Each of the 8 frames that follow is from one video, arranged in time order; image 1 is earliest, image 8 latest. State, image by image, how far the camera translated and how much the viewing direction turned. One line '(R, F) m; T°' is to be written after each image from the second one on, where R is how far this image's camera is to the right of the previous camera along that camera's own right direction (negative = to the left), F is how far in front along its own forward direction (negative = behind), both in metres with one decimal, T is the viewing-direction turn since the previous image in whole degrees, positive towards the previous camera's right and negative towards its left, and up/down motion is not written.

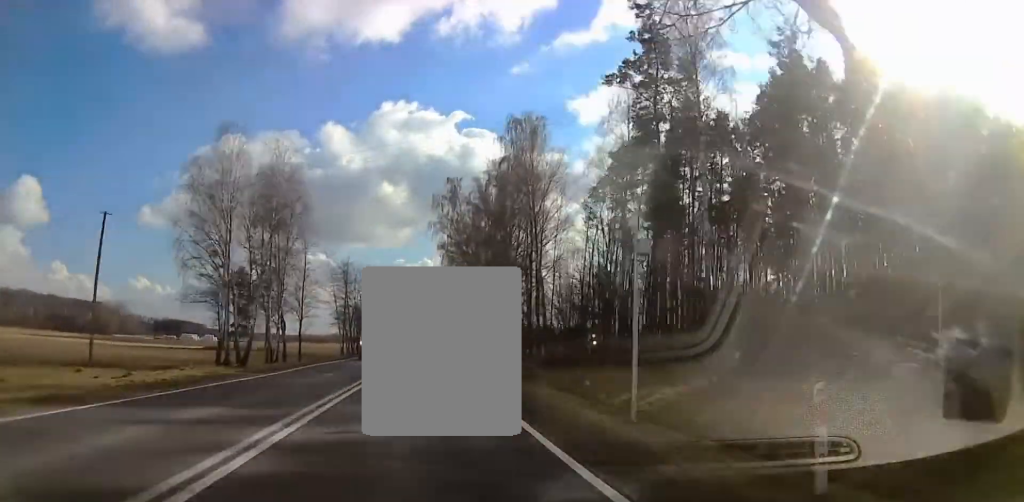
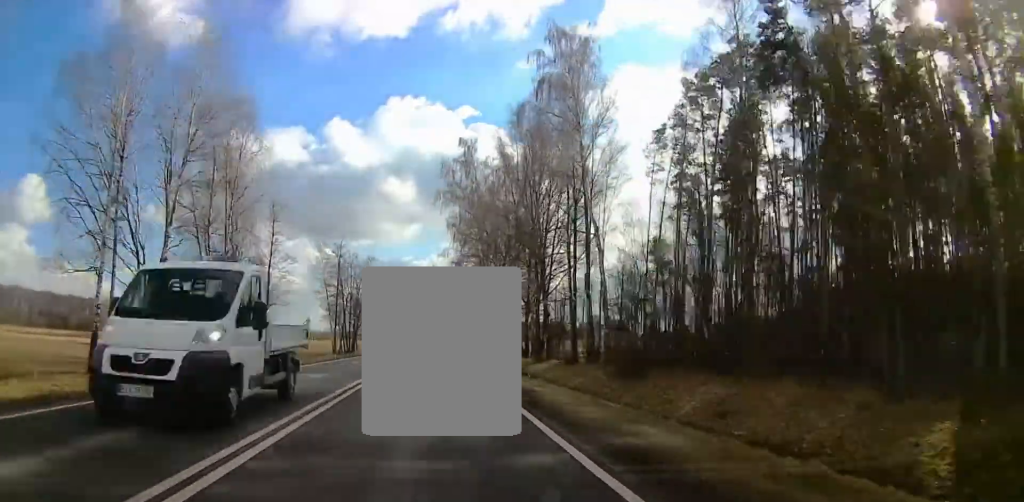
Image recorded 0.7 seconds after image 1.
(0.0, +18.3) m; 0°
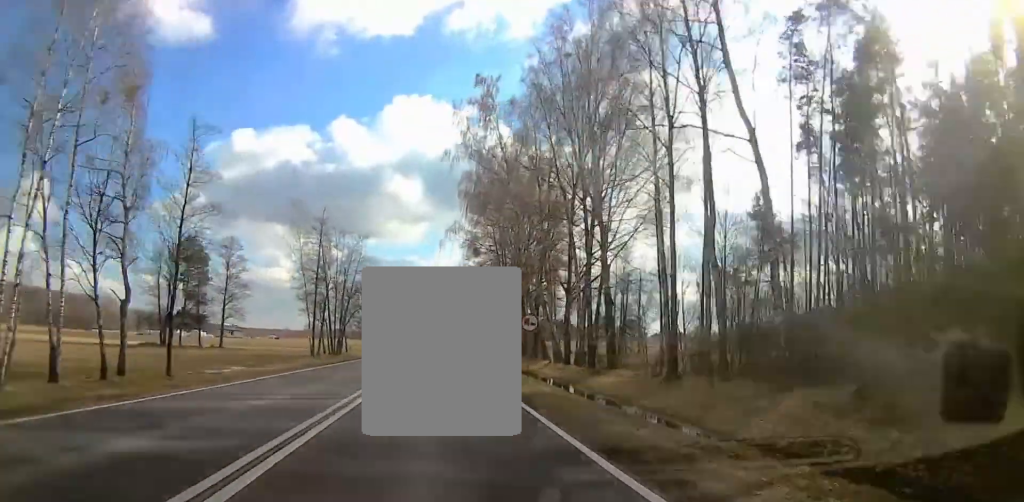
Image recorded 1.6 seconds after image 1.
(0.0, +21.2) m; 0°
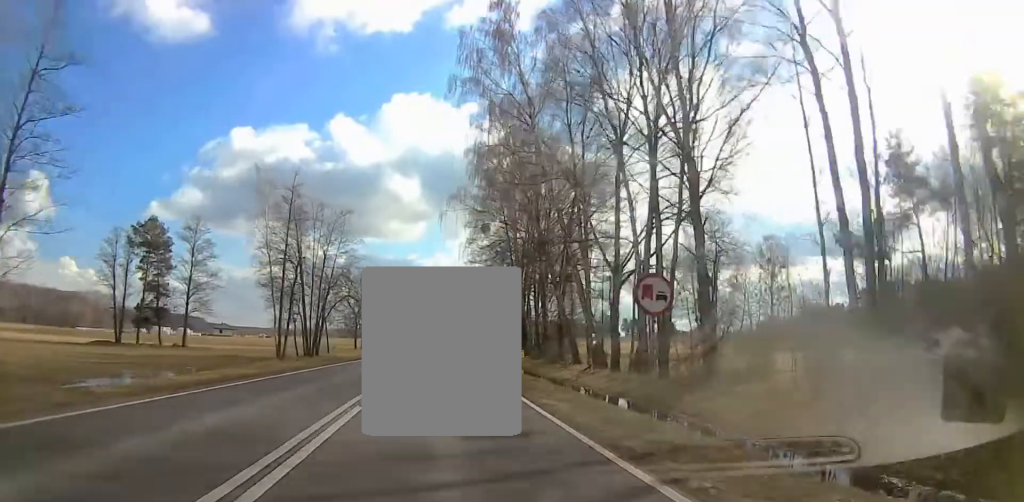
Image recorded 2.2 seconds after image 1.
(0.0, +16.1) m; 0°
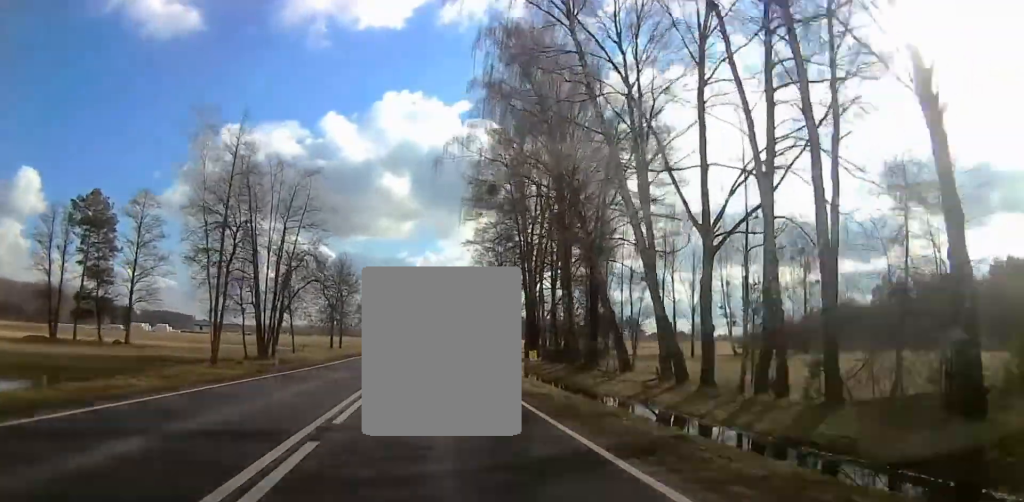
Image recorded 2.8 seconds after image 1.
(0.0, +16.1) m; 0°
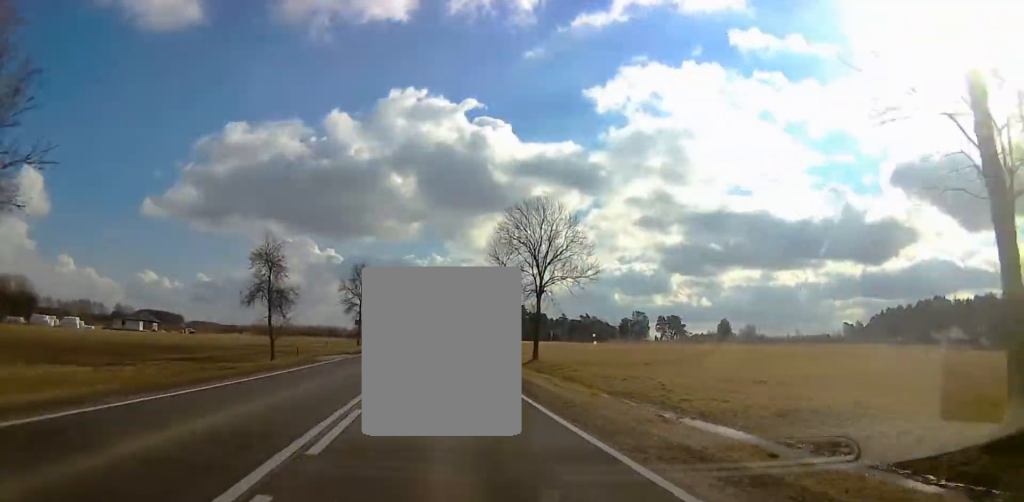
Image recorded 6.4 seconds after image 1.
(+1.8, +88.8) m; 0°
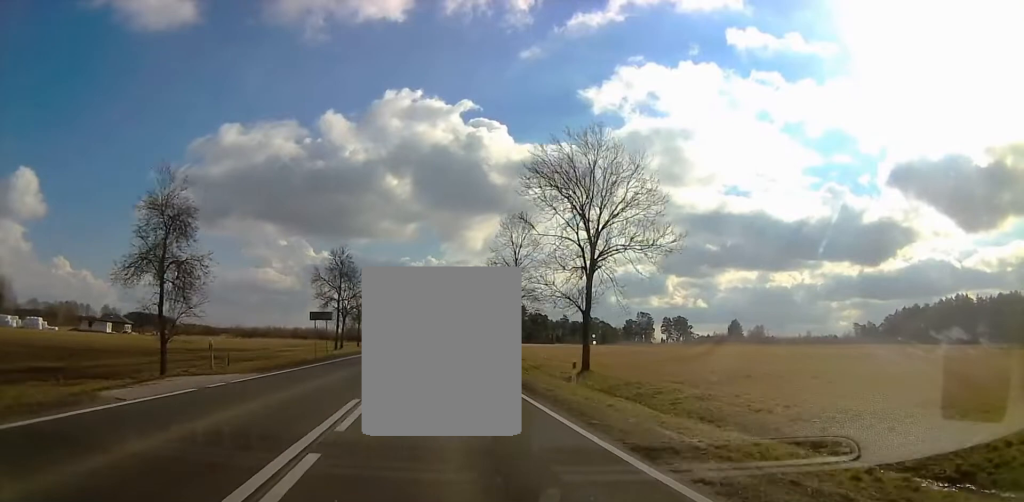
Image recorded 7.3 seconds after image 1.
(-0.4, +22.4) m; 0°
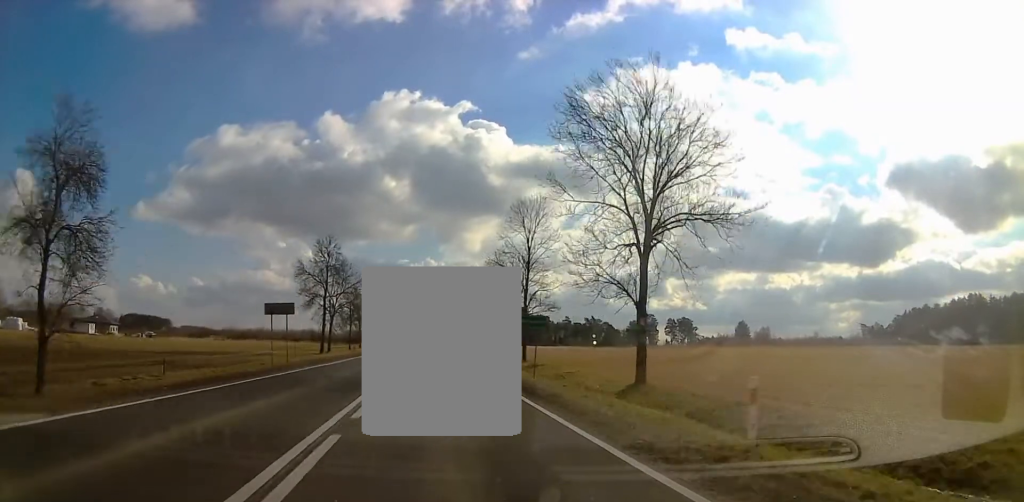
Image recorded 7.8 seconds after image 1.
(-0.2, +10.6) m; +1°
